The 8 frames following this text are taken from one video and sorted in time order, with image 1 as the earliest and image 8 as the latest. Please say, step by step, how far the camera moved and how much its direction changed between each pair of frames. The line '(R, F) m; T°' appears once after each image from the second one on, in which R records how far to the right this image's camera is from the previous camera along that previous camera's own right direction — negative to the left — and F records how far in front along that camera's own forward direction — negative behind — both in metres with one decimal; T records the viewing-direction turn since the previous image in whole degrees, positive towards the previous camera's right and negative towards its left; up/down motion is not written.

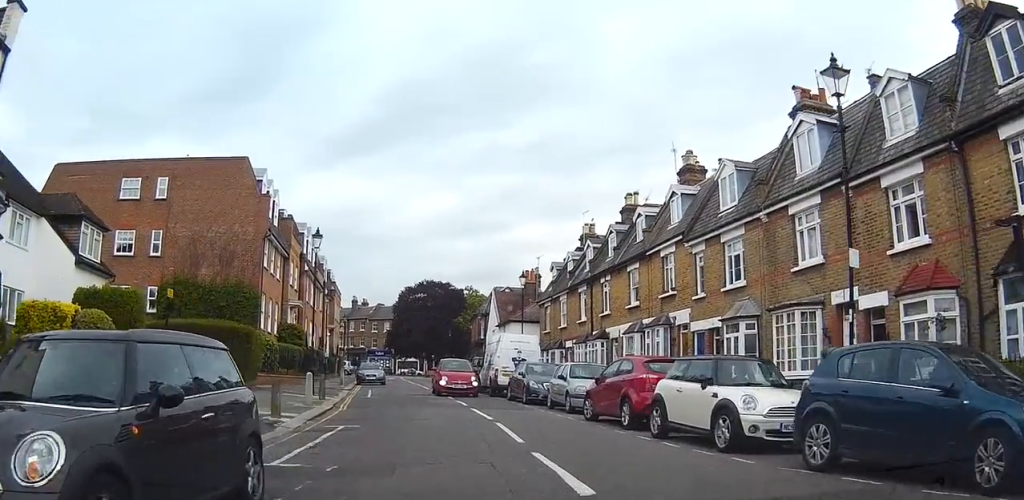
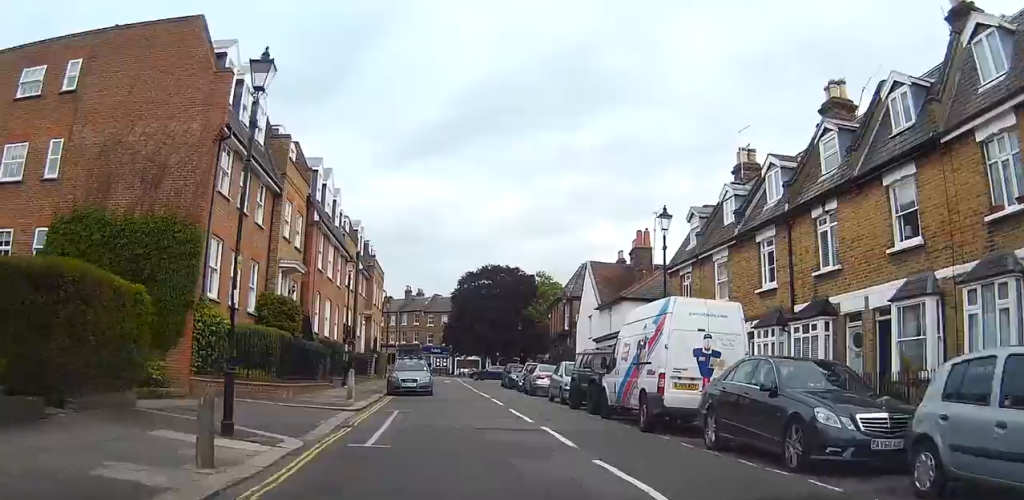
(-1.4, +13.8) m; -8°
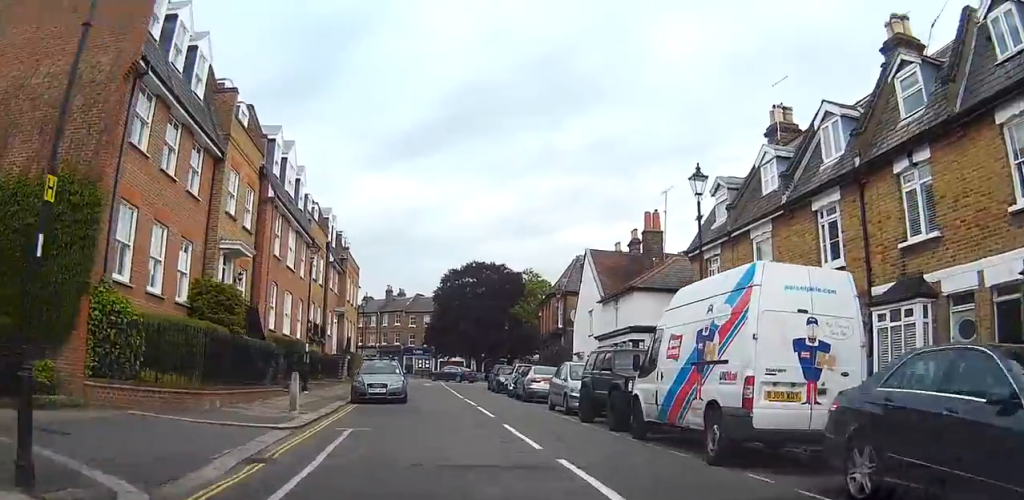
(+0.1, +4.7) m; 0°
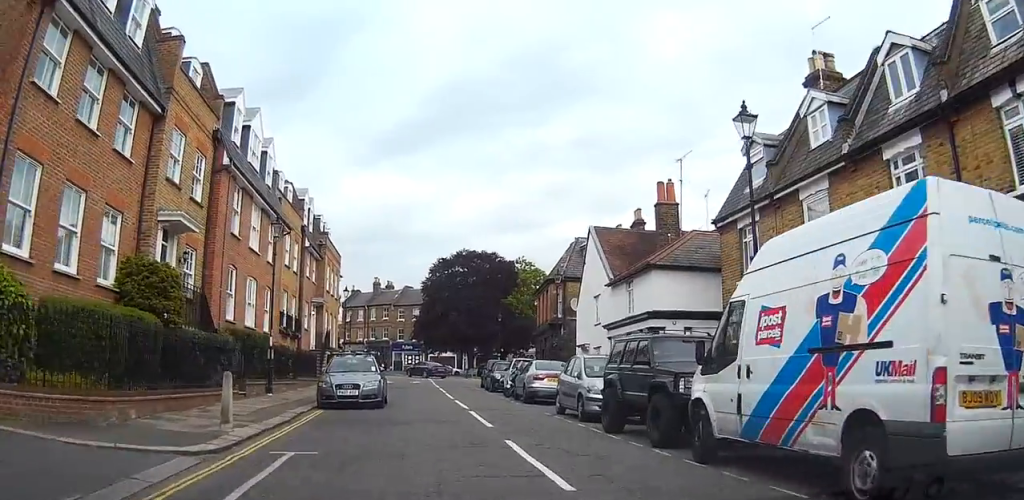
(-0.1, +3.9) m; -1°
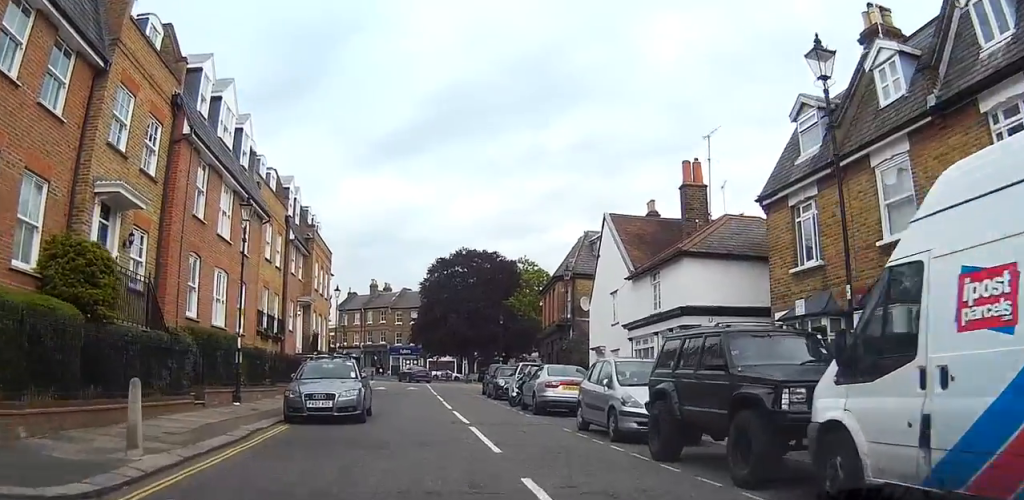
(0.0, +3.4) m; -1°
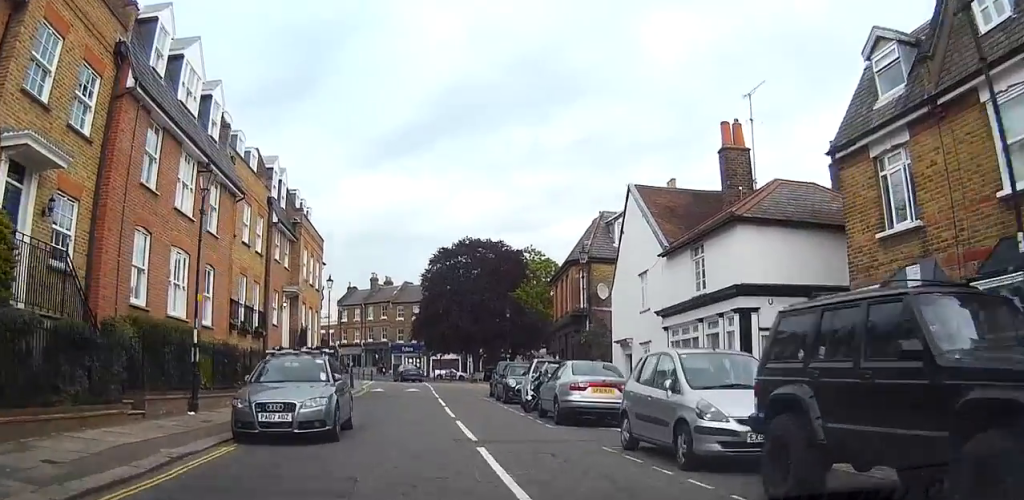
(0.0, +3.7) m; -1°
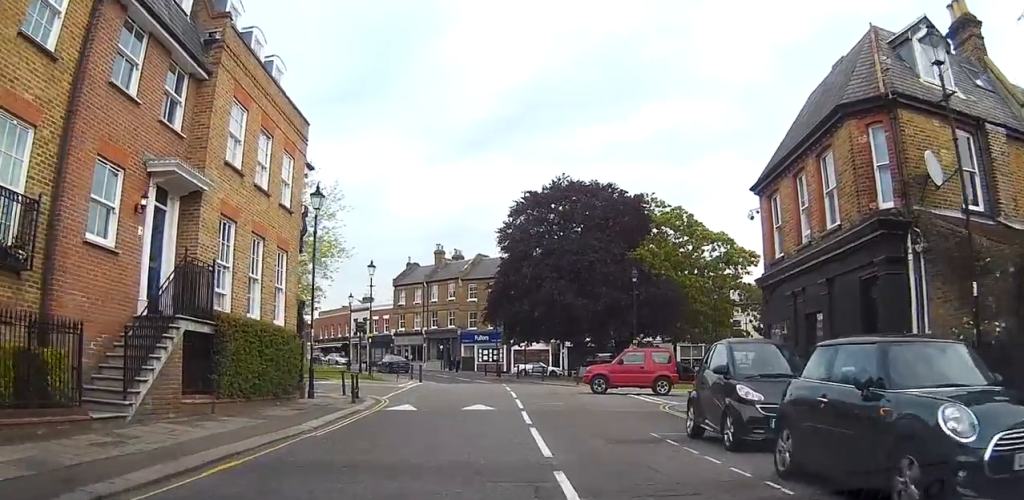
(-1.6, +19.3) m; -8°
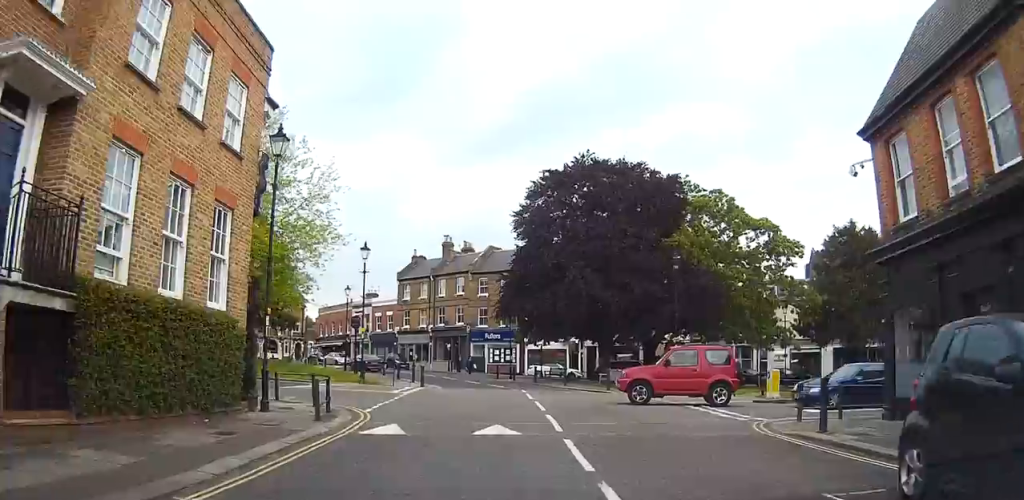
(+0.1, +5.6) m; +1°
